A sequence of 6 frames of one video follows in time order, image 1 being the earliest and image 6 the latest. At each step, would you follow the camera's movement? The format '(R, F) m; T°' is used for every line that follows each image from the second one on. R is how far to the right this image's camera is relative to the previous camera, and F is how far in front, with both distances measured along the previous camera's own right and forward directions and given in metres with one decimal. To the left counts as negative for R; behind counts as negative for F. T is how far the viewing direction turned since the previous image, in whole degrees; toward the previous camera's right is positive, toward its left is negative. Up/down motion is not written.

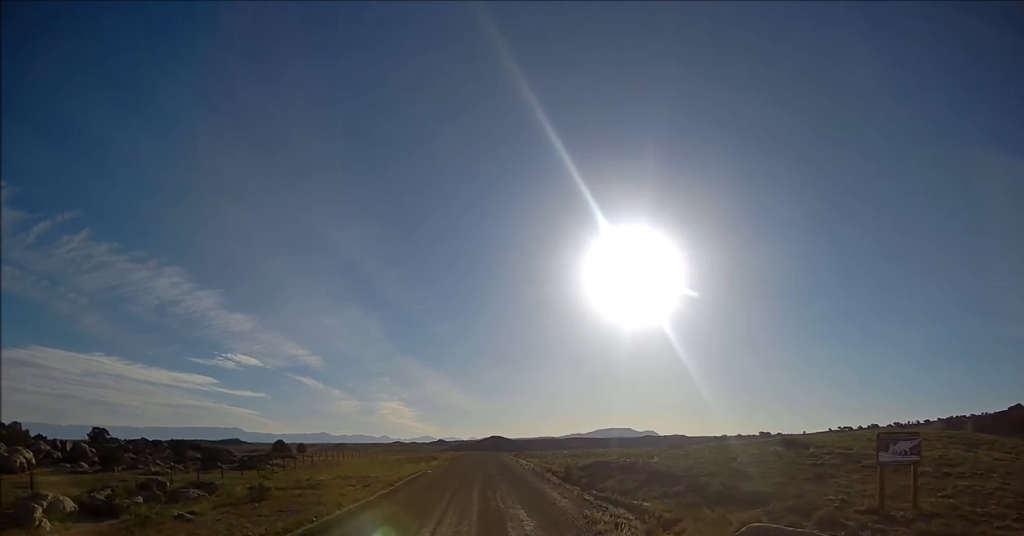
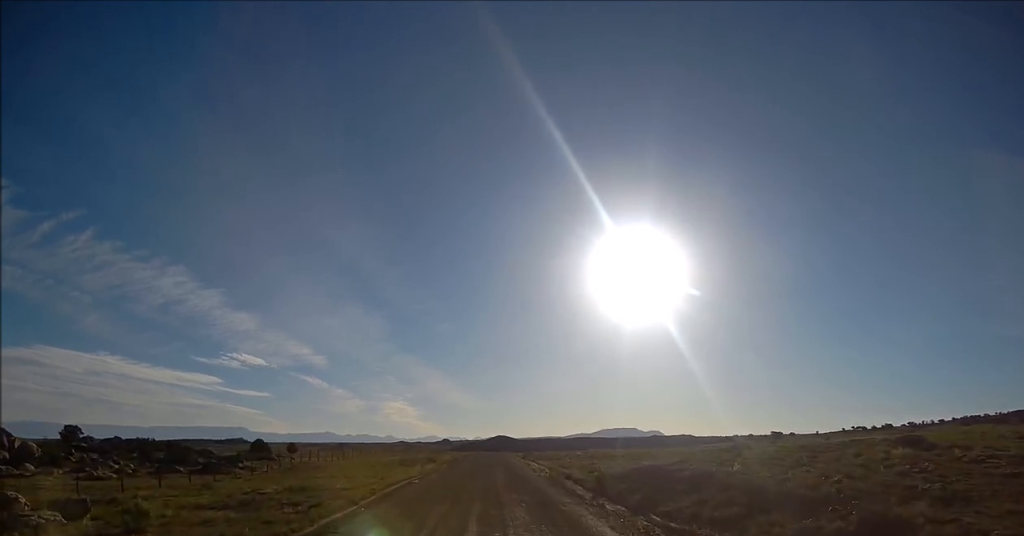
(-0.1, +11.9) m; -2°
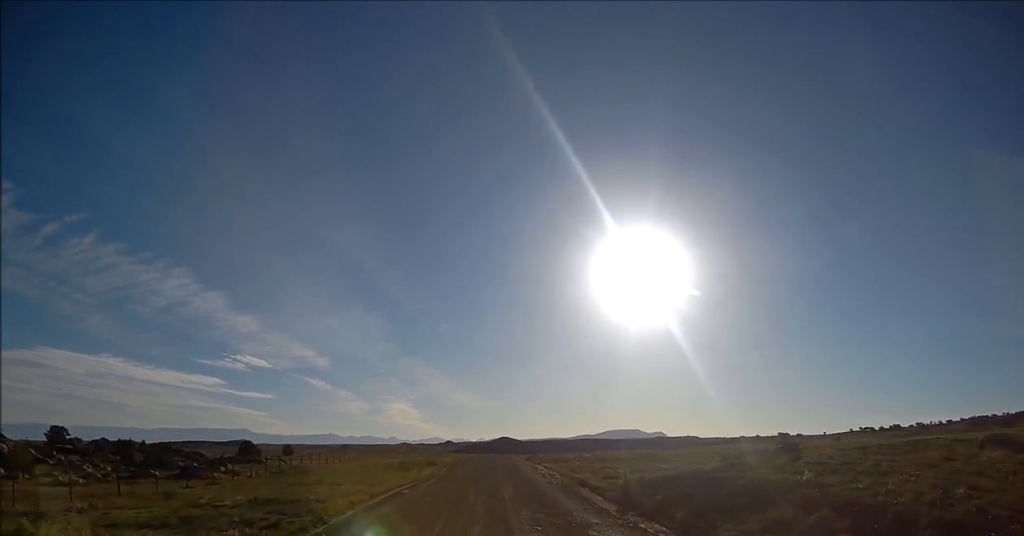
(0.0, +6.2) m; 0°
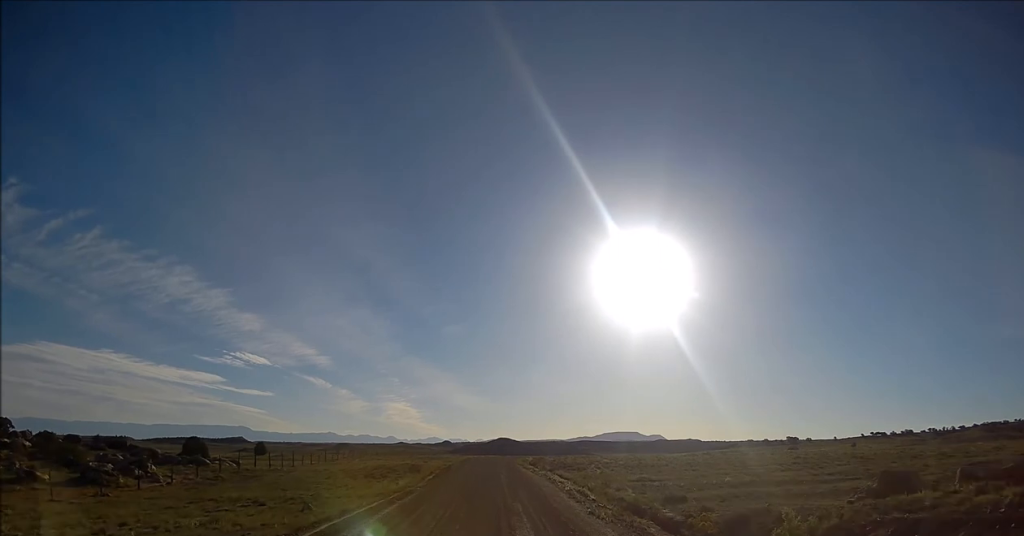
(+0.1, +13.9) m; +2°
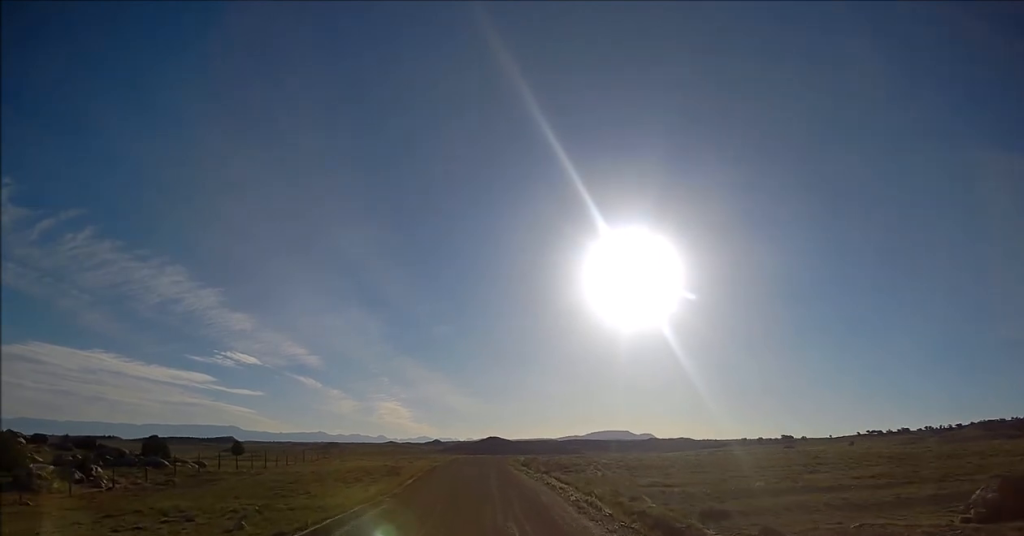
(0.0, +6.7) m; 0°
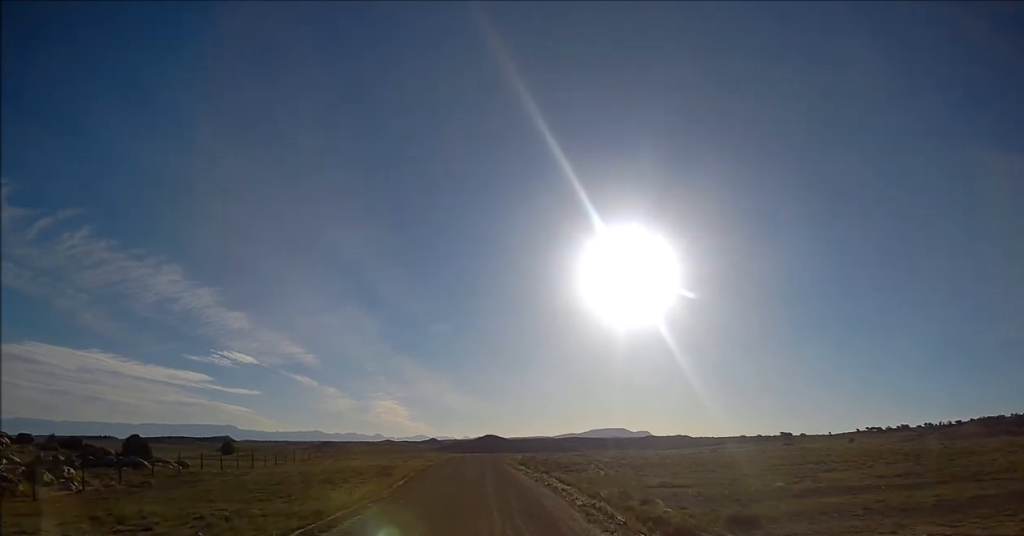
(-0.1, +3.2) m; 0°
